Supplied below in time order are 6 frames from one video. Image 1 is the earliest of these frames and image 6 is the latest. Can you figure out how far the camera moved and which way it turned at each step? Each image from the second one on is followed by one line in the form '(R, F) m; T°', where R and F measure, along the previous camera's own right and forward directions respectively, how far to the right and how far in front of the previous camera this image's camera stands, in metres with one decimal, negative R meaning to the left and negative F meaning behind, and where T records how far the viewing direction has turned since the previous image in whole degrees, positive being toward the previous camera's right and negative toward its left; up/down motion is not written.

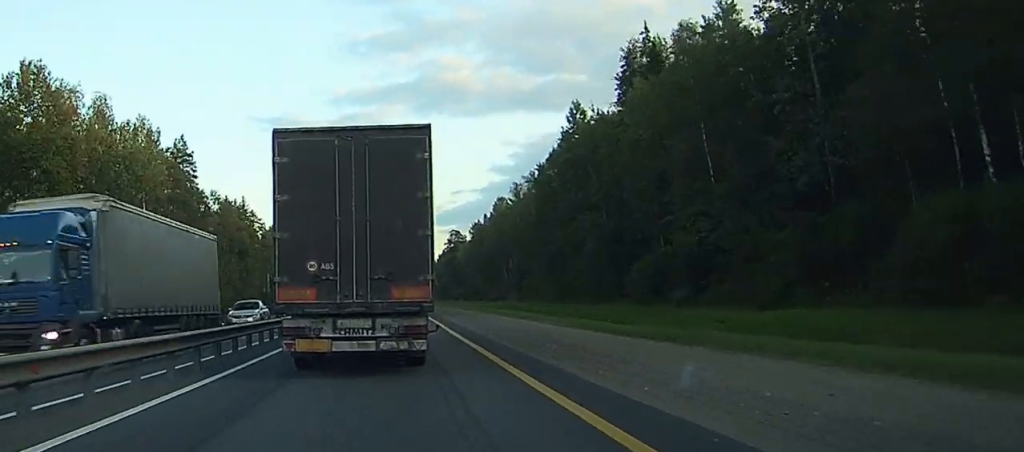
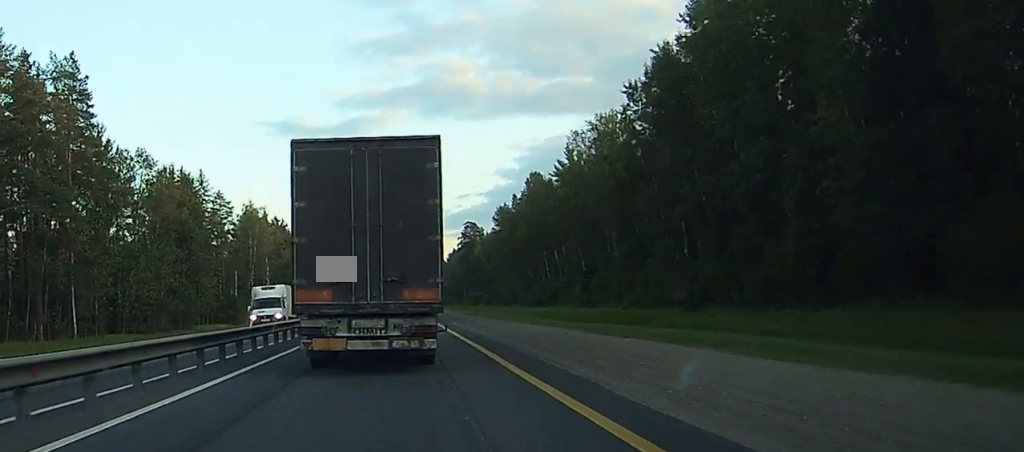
(-0.5, +46.9) m; -1°
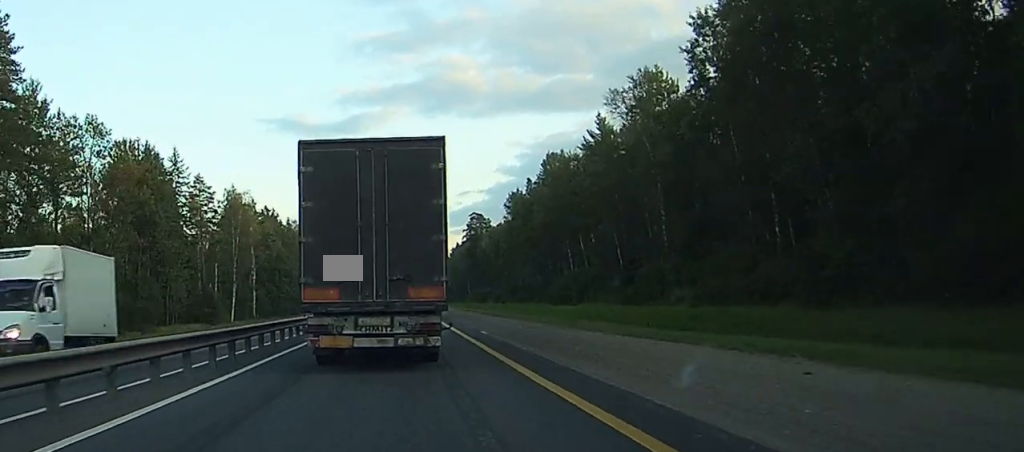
(-0.1, +17.3) m; 0°
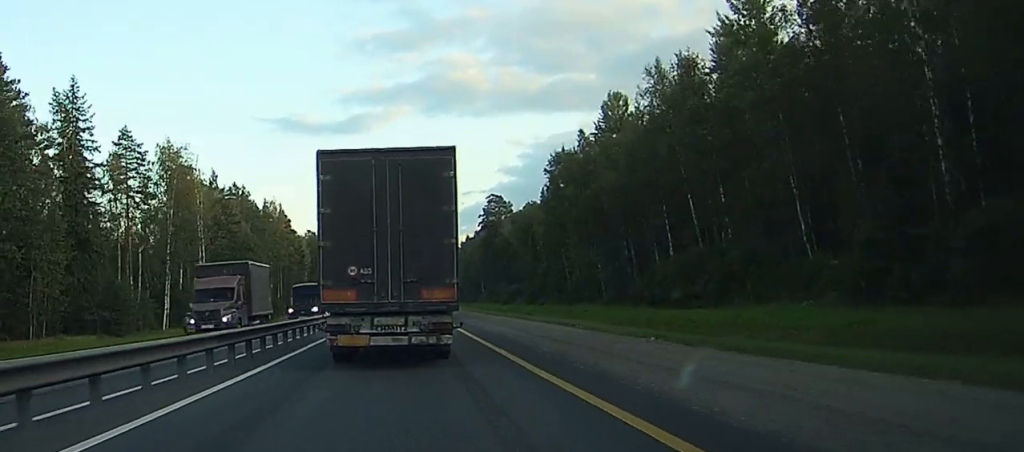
(+0.2, +38.3) m; +1°
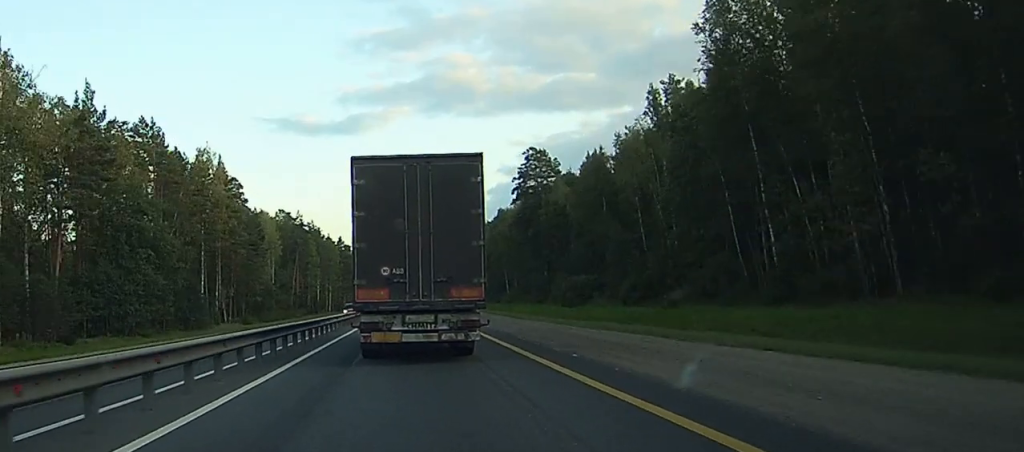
(+0.1, +44.0) m; 0°
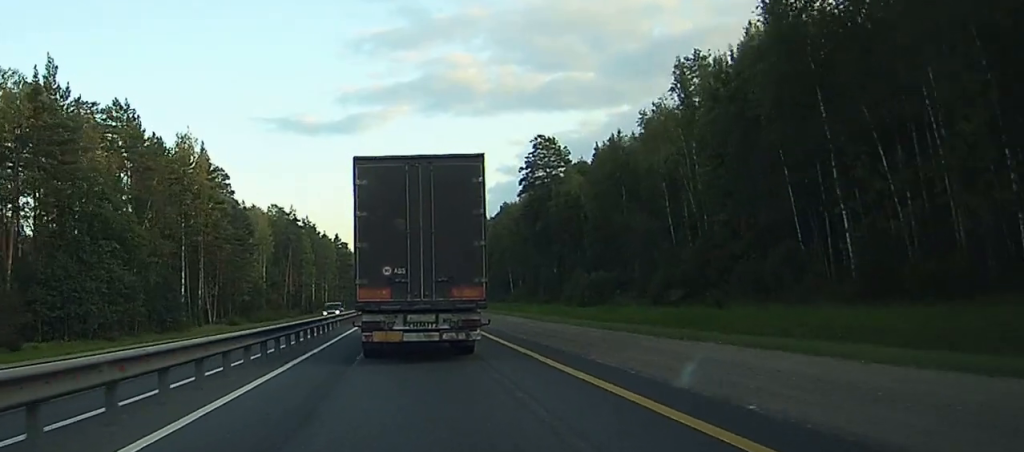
(0.0, +7.2) m; 0°
